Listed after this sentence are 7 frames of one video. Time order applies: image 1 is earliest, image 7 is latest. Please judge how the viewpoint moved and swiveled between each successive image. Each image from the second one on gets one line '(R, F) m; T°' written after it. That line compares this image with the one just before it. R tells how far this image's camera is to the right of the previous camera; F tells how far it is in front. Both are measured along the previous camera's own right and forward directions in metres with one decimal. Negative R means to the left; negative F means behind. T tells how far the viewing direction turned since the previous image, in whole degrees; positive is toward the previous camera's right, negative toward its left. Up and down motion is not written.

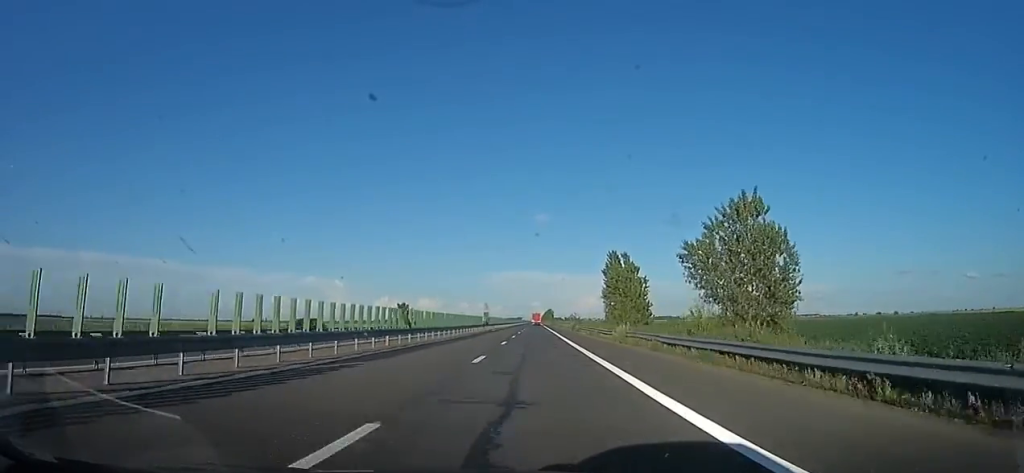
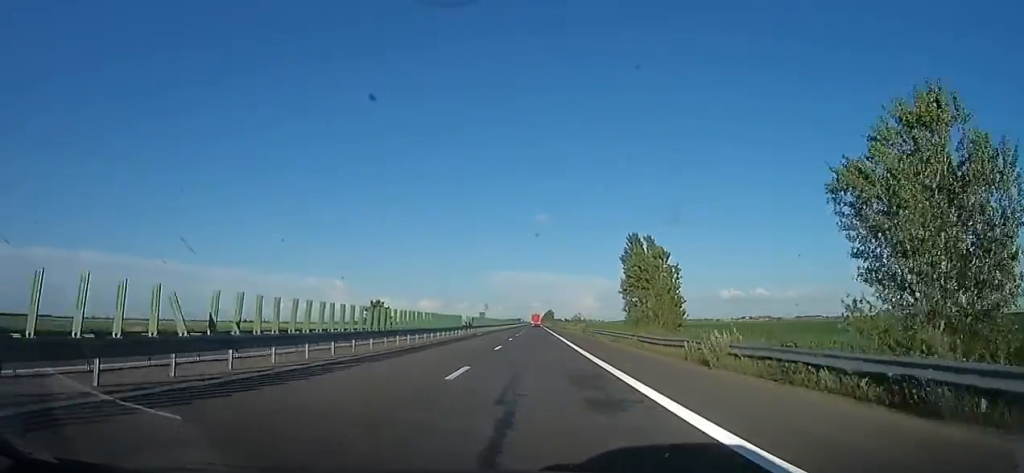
(-0.3, +16.2) m; +1°
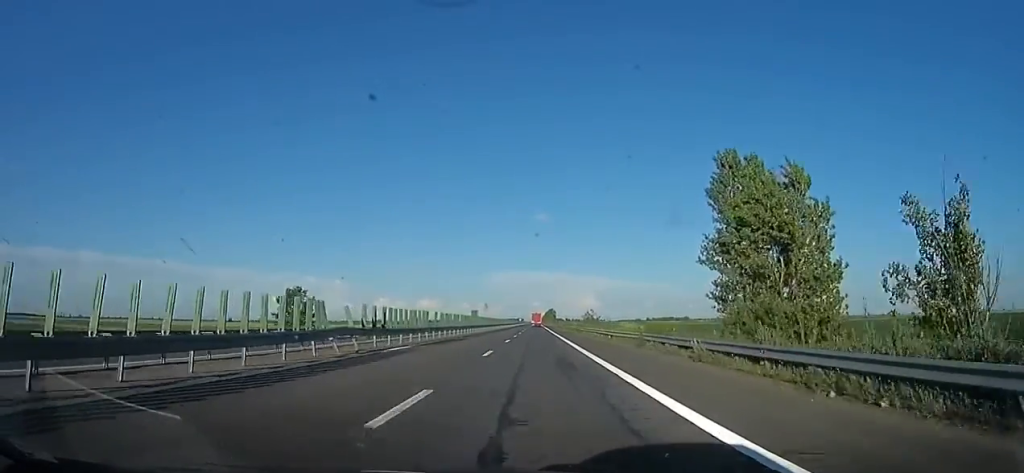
(+1.0, +29.3) m; 0°
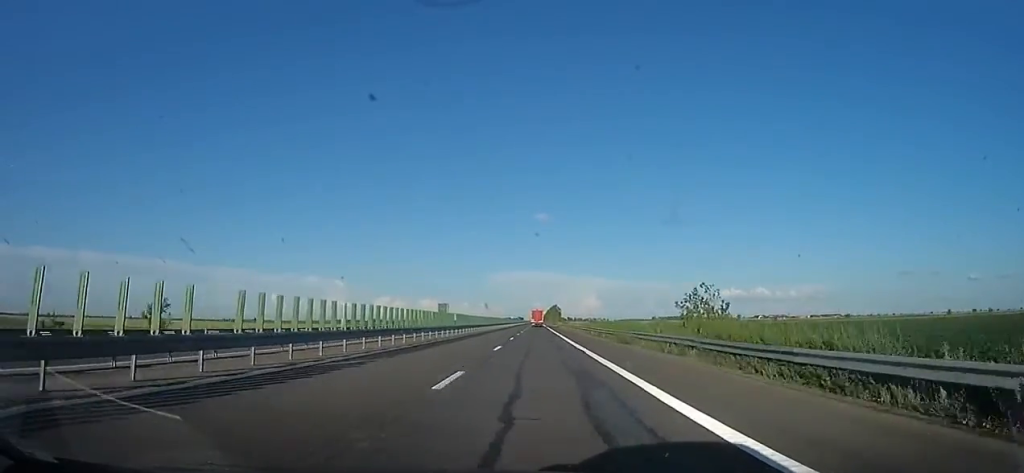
(-2.0, +69.5) m; -1°
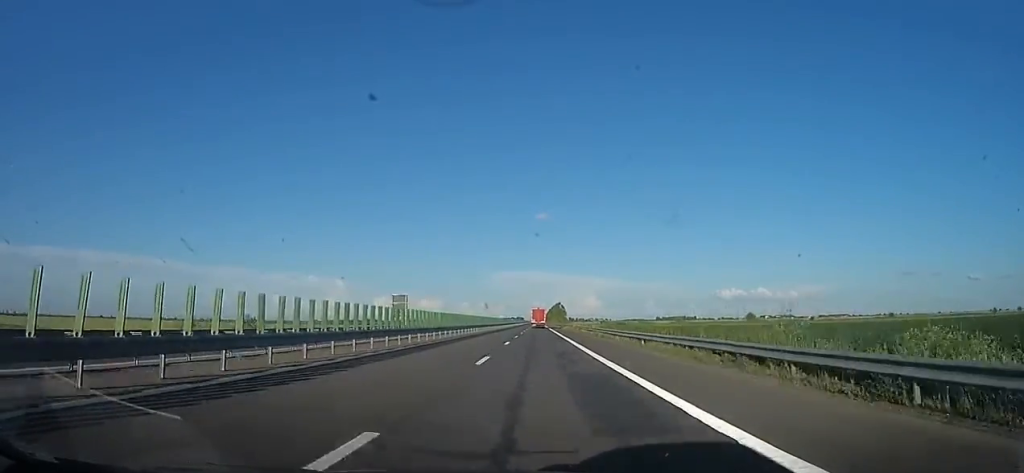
(+1.3, +42.9) m; +1°
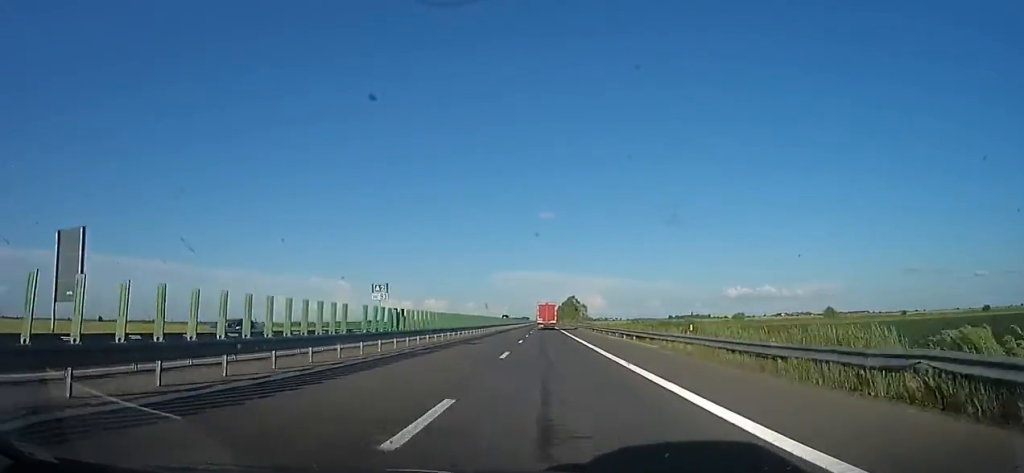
(-0.2, +70.1) m; 0°
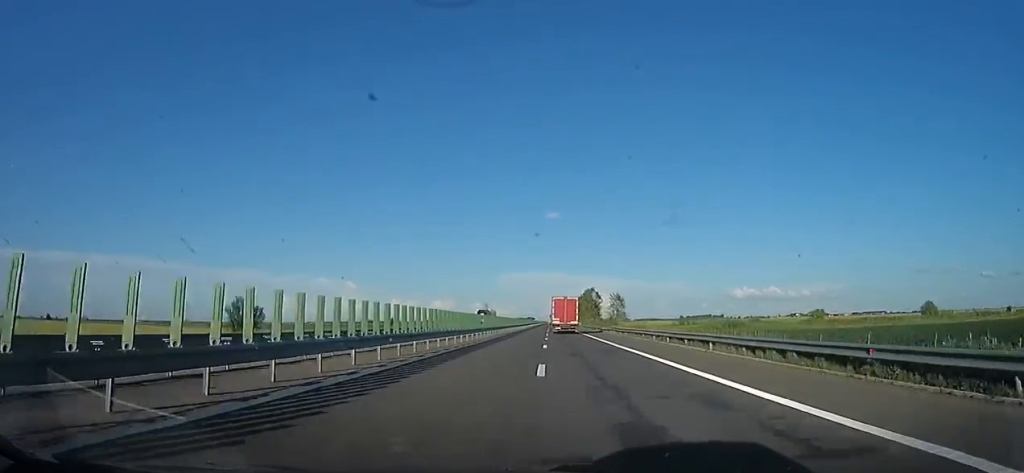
(-1.4, +54.1) m; -2°
